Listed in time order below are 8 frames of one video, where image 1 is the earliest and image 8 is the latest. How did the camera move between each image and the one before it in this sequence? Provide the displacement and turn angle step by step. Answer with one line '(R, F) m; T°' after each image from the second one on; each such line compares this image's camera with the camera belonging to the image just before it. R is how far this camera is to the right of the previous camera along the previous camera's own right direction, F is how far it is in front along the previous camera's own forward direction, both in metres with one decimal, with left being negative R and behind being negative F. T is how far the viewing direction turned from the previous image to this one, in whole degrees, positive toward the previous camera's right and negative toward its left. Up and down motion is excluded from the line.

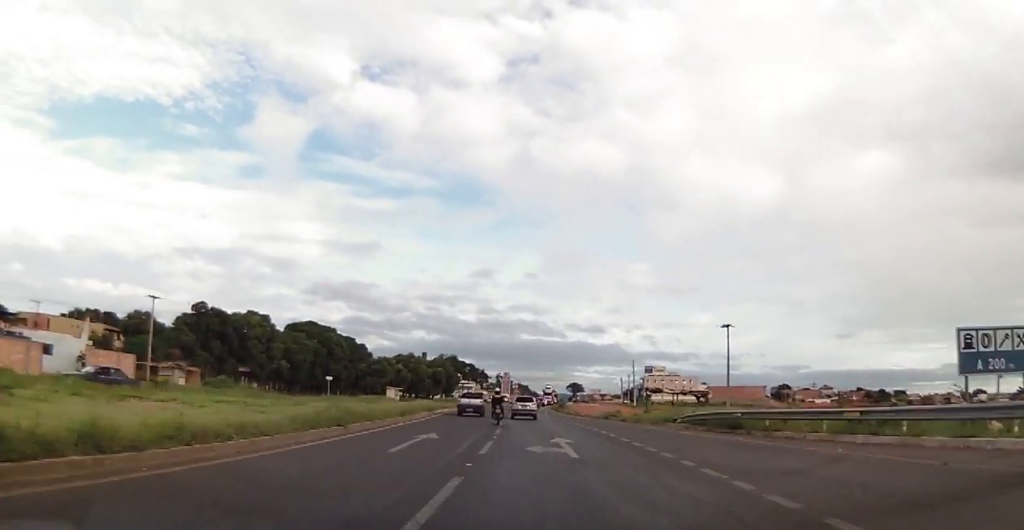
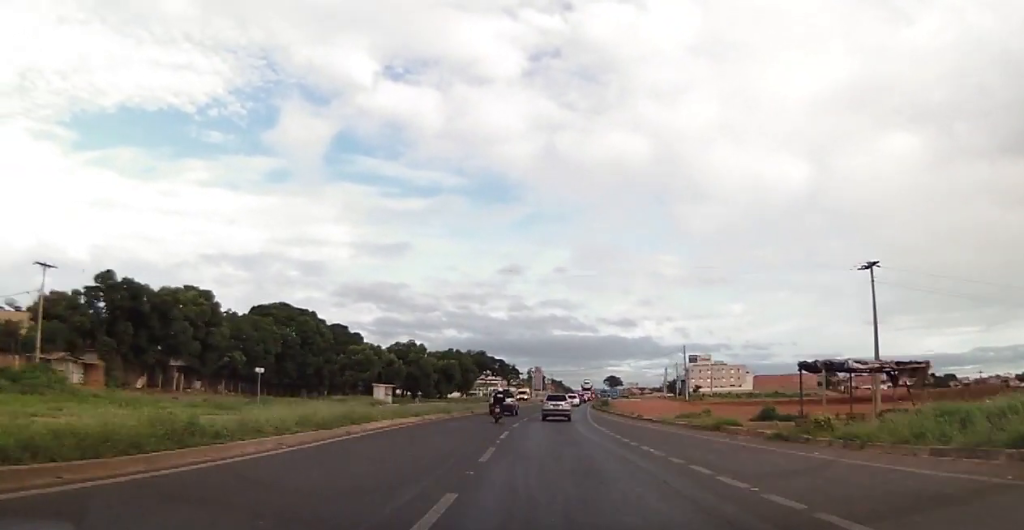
(-1.5, +25.5) m; -4°
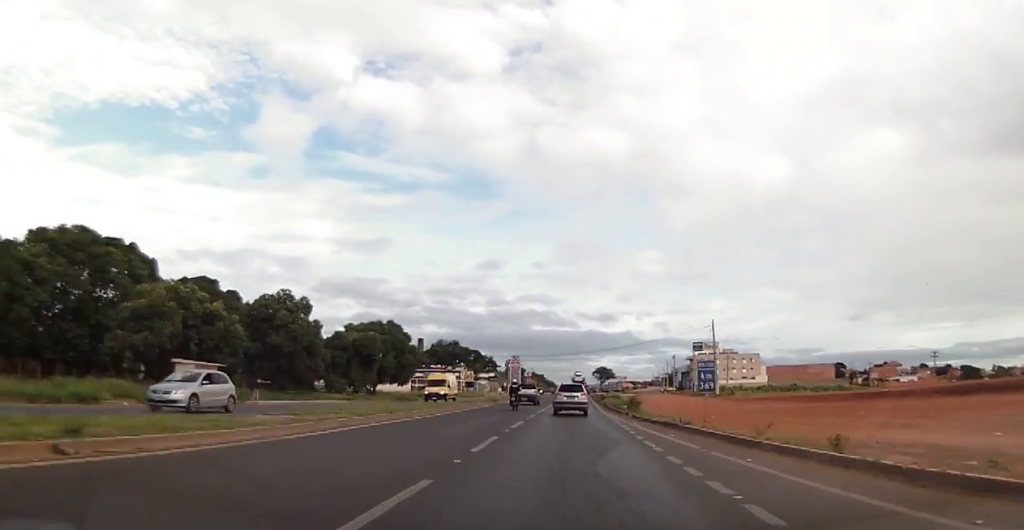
(+0.3, +40.1) m; +2°
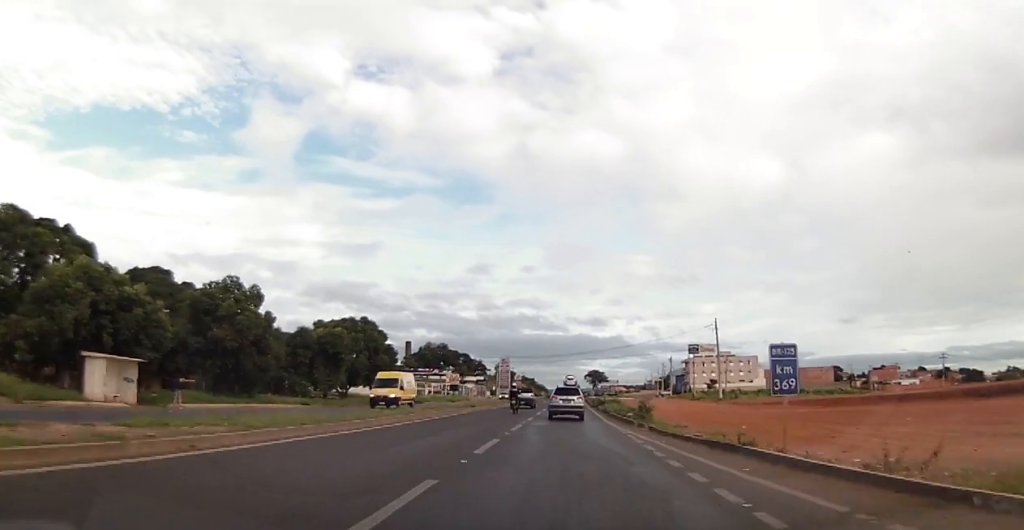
(+0.1, +7.9) m; 0°
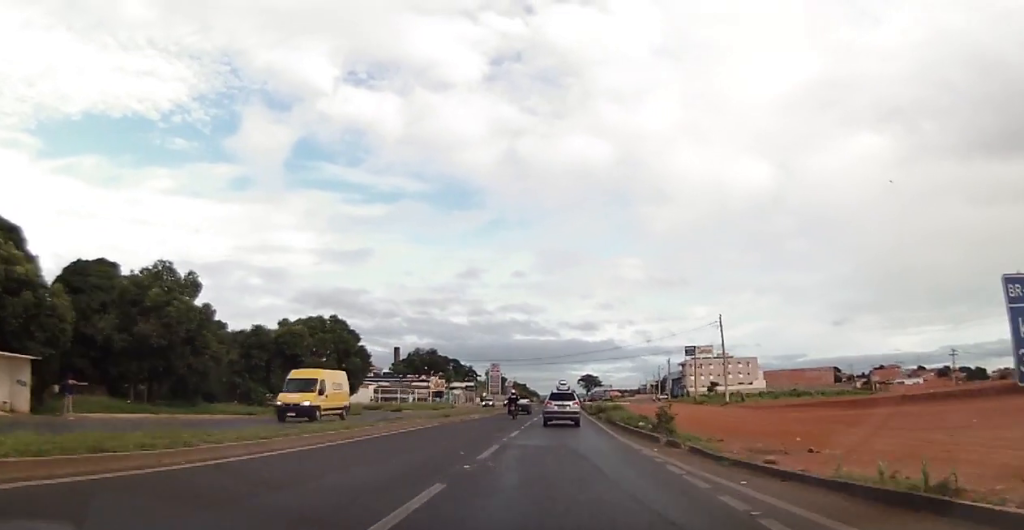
(0.0, +7.7) m; 0°
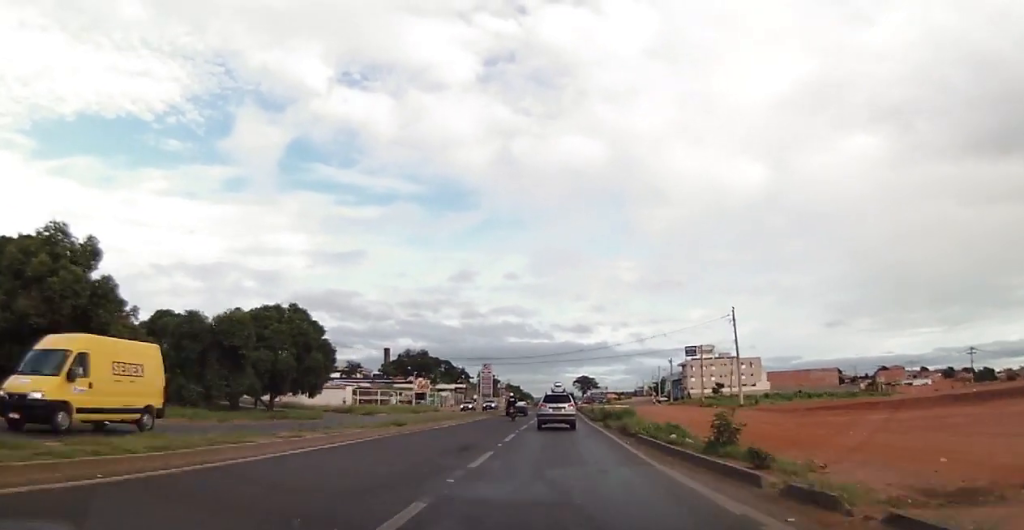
(-0.2, +9.5) m; +1°
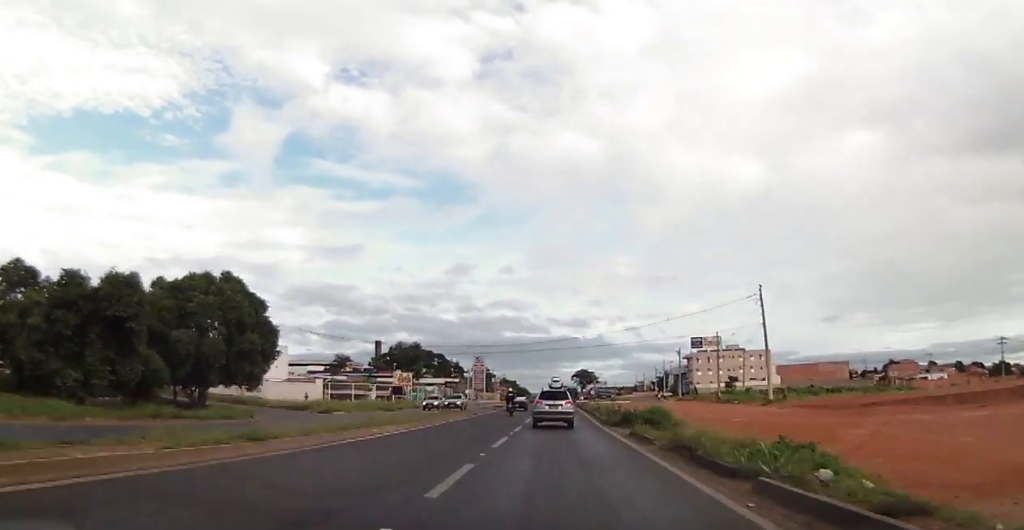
(+0.3, +12.2) m; +1°
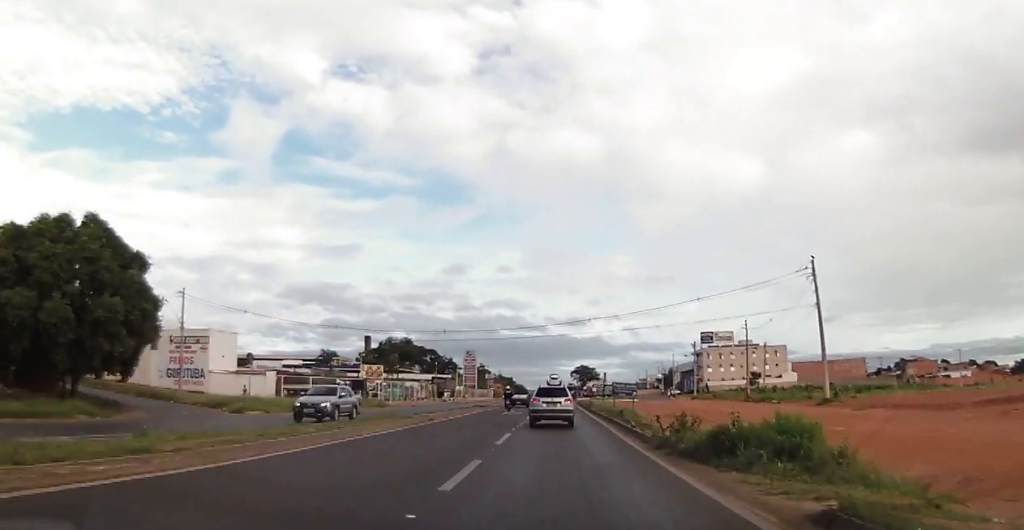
(+0.2, +15.4) m; 0°
